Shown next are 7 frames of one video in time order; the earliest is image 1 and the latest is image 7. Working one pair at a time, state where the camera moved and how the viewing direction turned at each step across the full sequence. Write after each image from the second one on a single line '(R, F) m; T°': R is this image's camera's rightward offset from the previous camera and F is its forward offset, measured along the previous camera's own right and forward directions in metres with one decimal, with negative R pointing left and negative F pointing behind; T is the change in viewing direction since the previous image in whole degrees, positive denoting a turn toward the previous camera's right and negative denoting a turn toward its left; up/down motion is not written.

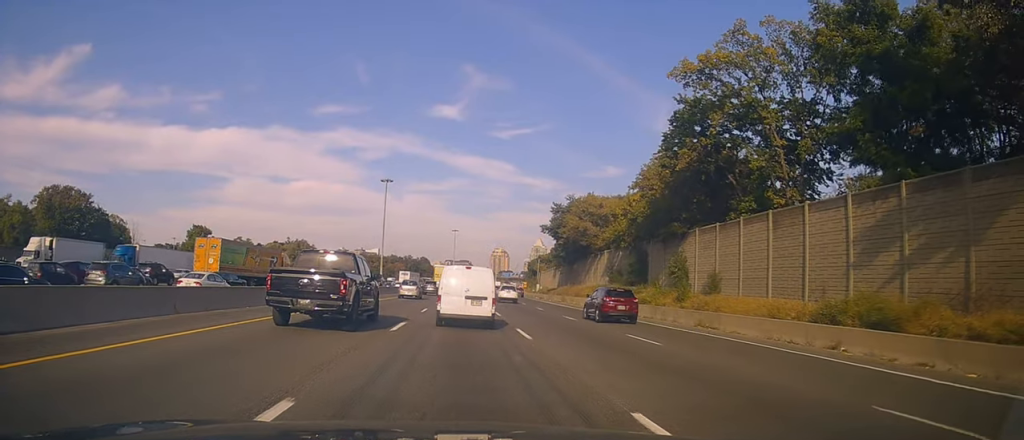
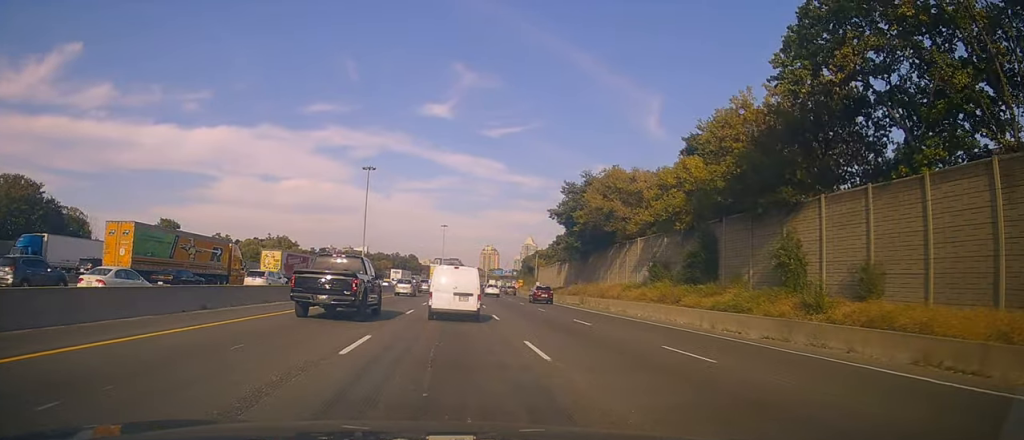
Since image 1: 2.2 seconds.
(-0.3, +14.2) m; 0°
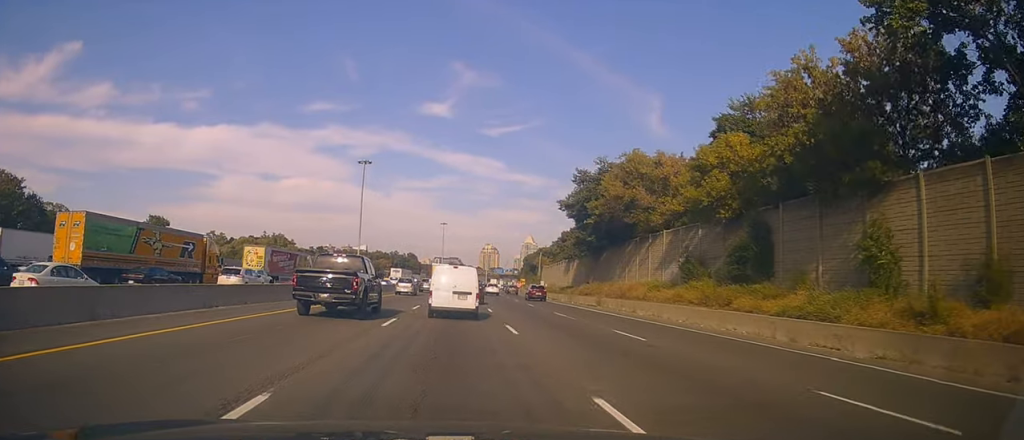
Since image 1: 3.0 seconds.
(+0.2, +6.0) m; +1°
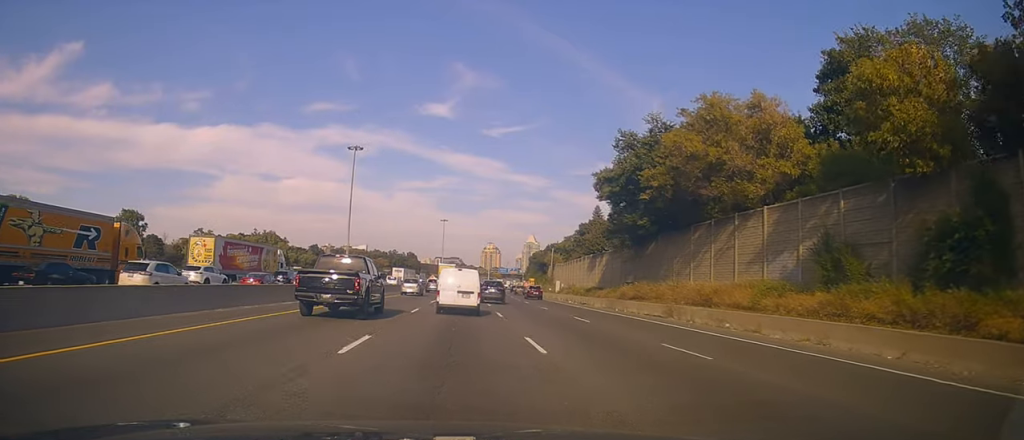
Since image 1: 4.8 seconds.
(-0.4, +15.0) m; -2°
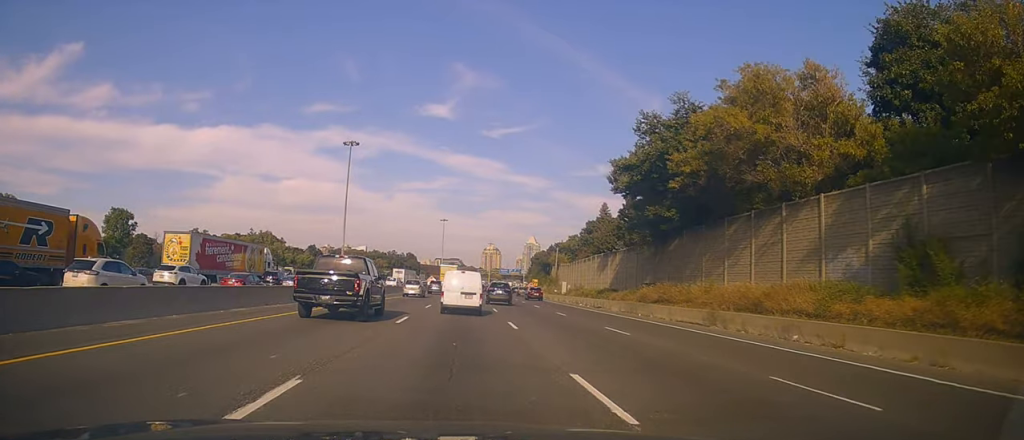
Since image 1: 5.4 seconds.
(+0.1, +5.2) m; +2°
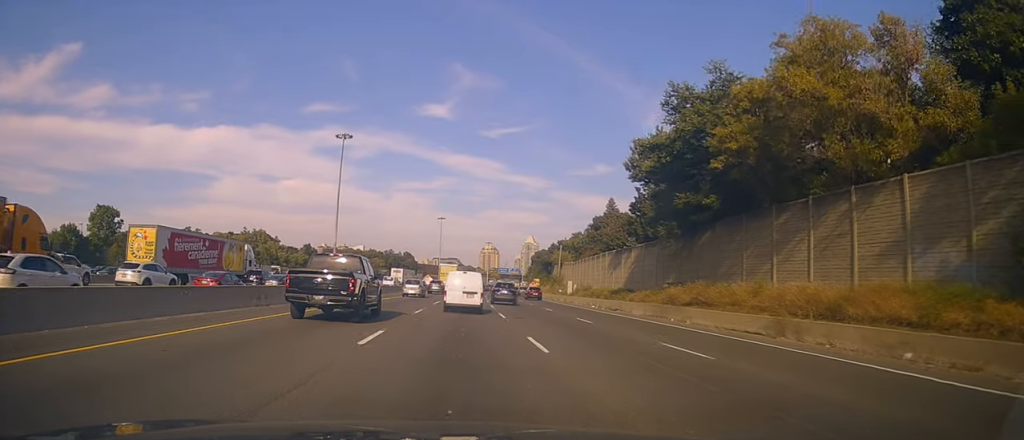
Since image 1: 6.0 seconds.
(+0.1, +5.7) m; 0°
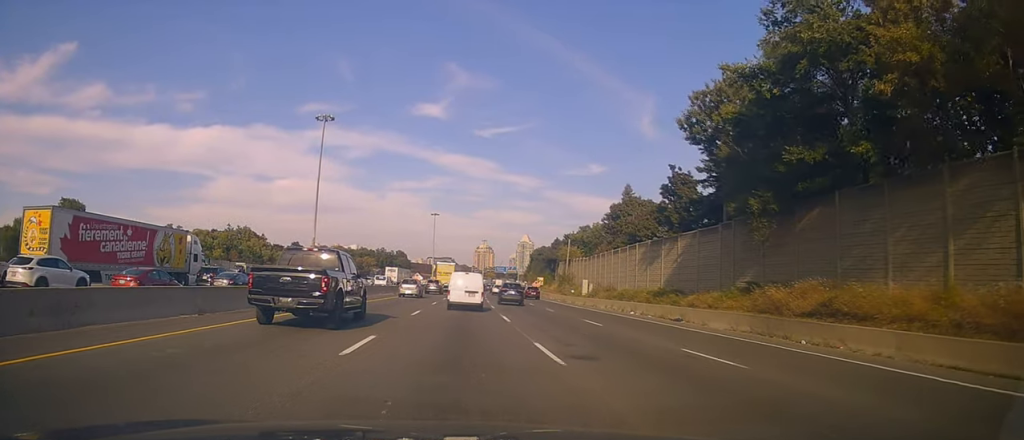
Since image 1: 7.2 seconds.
(-0.2, +12.3) m; -2°
